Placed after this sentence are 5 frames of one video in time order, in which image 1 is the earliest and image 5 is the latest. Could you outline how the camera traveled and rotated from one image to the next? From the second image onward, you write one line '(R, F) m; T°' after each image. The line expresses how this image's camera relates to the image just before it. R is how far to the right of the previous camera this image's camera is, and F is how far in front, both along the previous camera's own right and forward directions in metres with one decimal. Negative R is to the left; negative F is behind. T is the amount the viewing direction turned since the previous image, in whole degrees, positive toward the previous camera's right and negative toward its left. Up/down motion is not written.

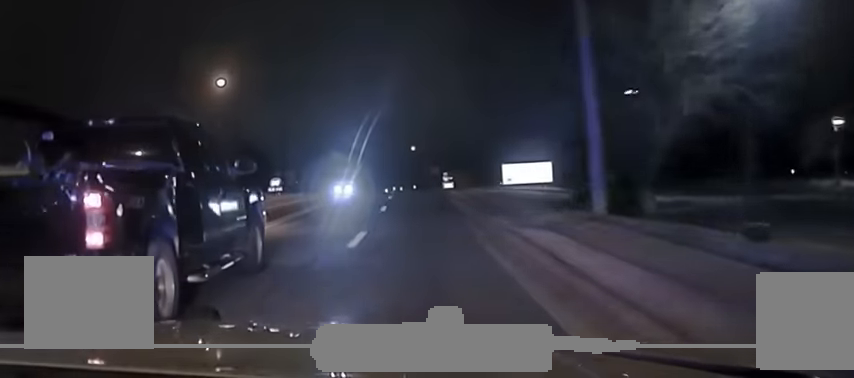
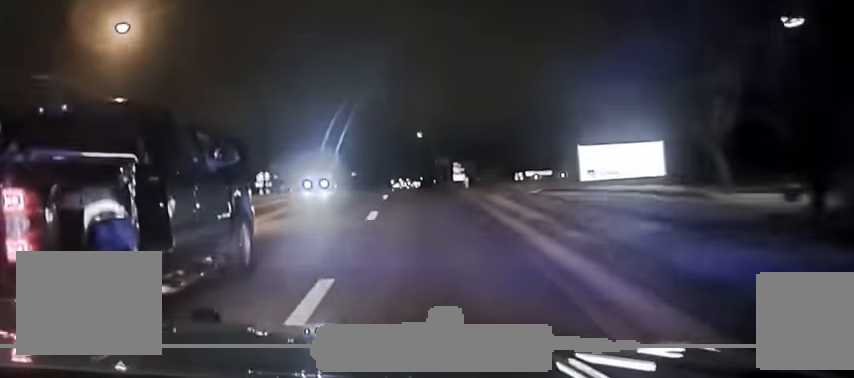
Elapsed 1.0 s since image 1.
(0.0, +19.2) m; -1°
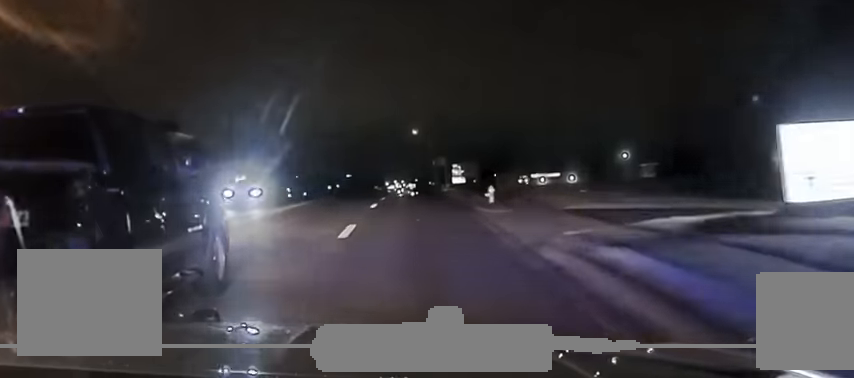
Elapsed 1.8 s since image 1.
(-0.1, +15.0) m; -1°
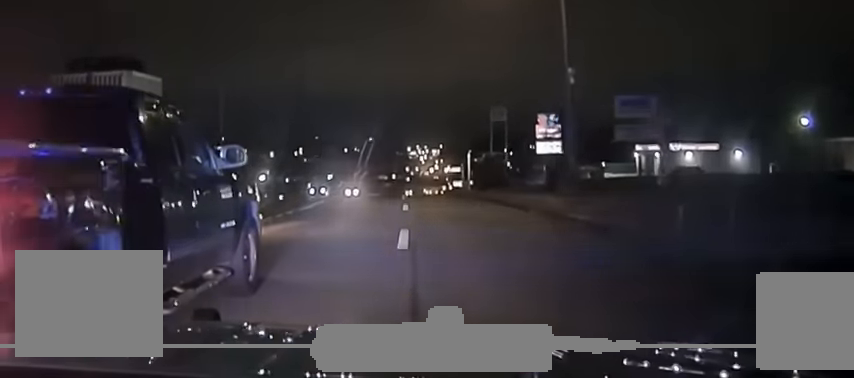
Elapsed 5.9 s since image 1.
(-1.0, +71.3) m; -1°
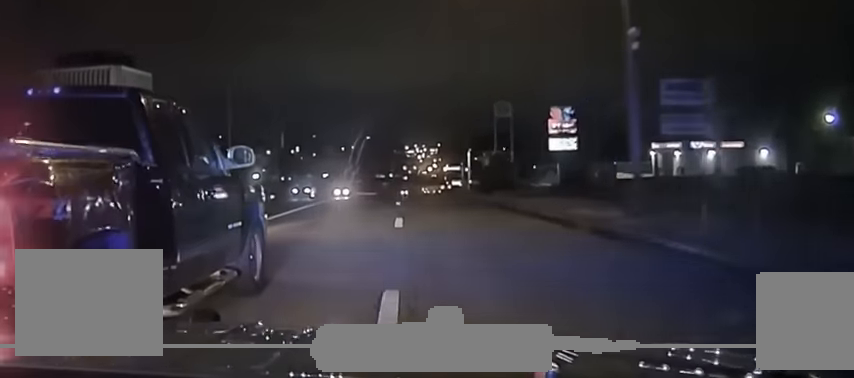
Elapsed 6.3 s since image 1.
(-0.1, +8.1) m; +1°
